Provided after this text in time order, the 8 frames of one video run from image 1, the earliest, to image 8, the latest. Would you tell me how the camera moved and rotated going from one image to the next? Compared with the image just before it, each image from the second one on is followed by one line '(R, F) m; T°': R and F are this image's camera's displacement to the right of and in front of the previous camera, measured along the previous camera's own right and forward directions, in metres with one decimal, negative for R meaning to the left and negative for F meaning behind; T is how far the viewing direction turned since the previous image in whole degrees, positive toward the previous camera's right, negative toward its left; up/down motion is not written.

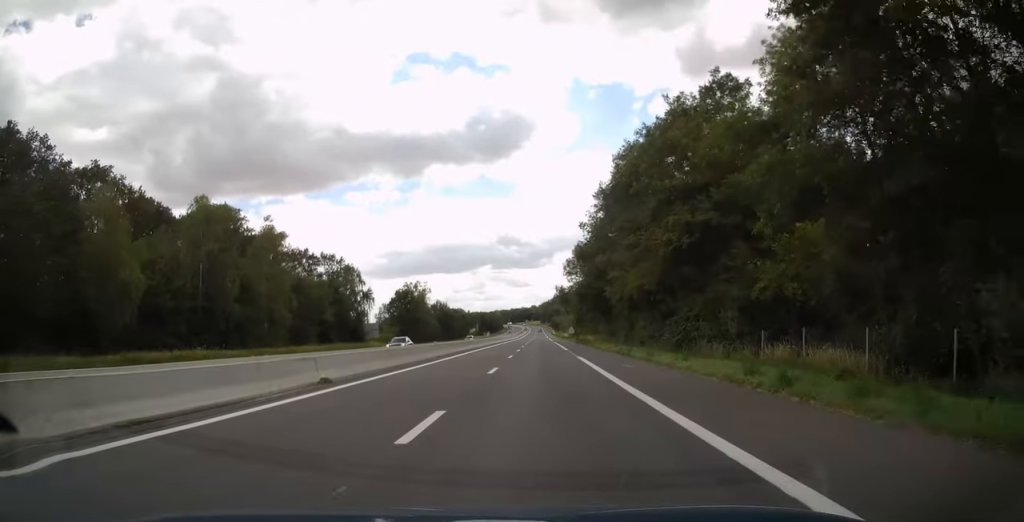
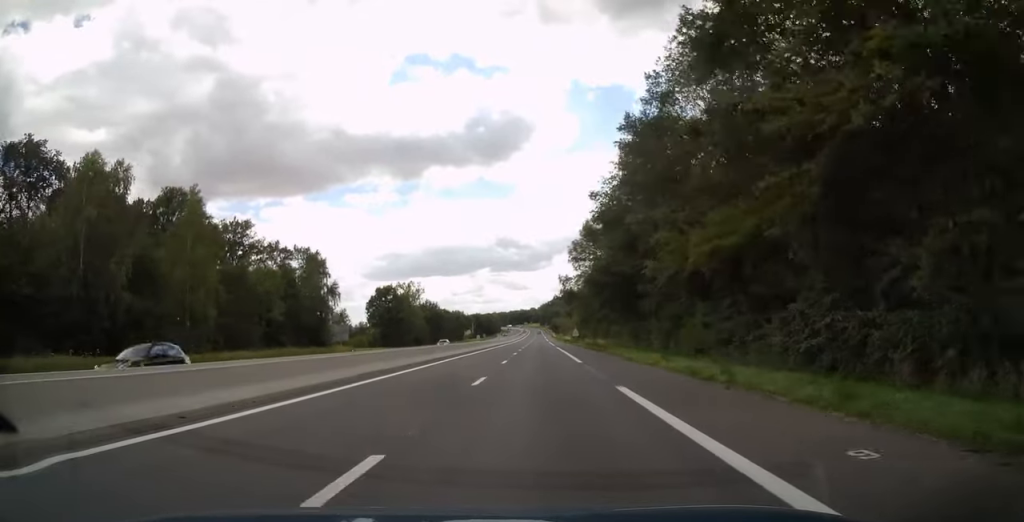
(0.0, +16.7) m; 0°
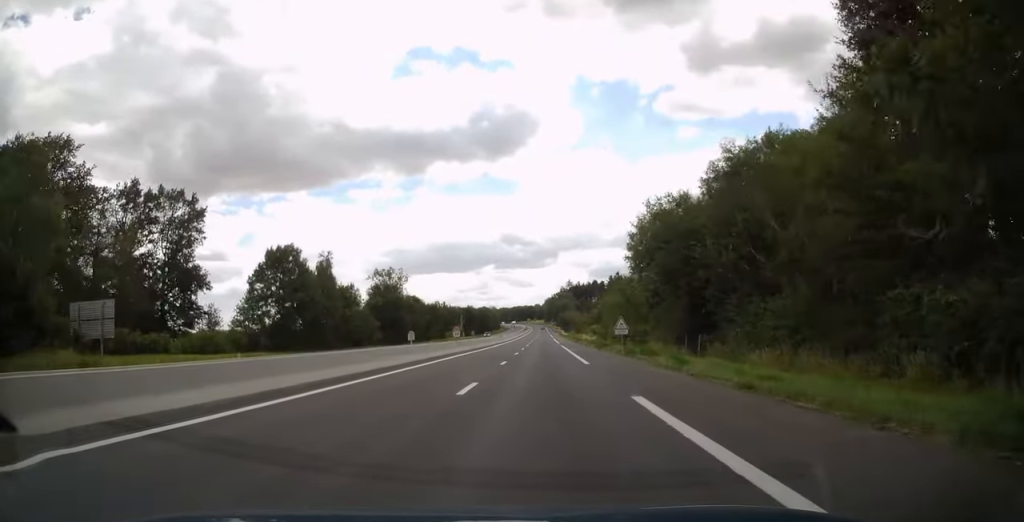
(-0.7, +54.6) m; -1°
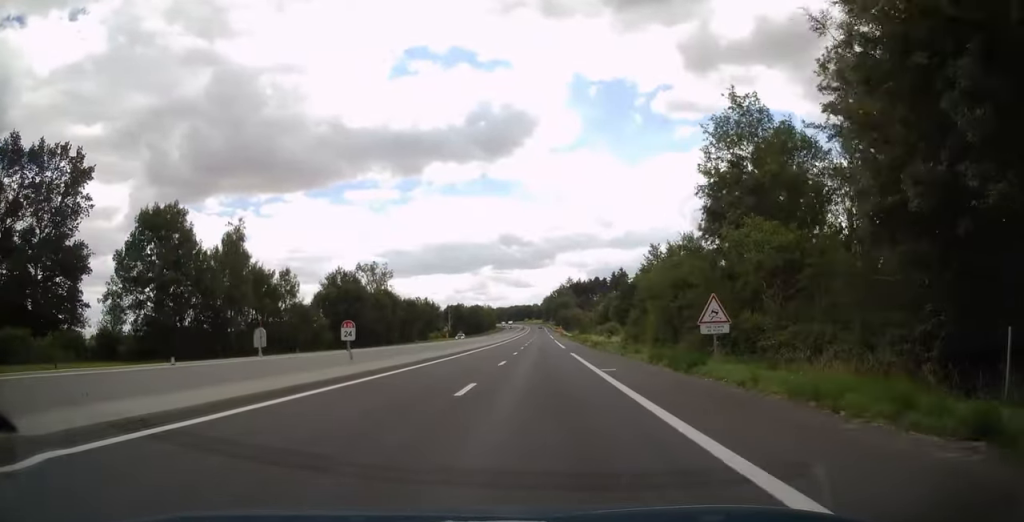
(+0.3, +26.1) m; +1°
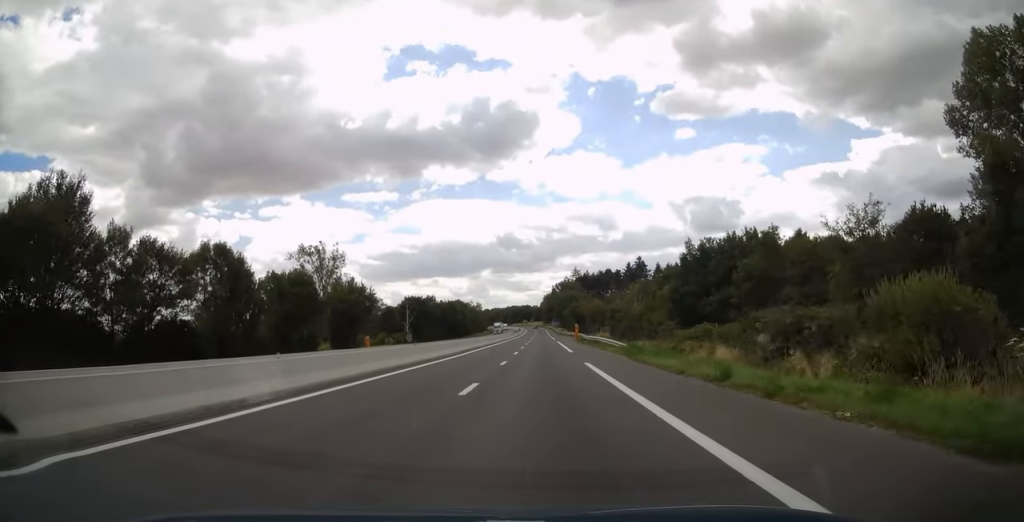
(+0.1, +64.3) m; 0°
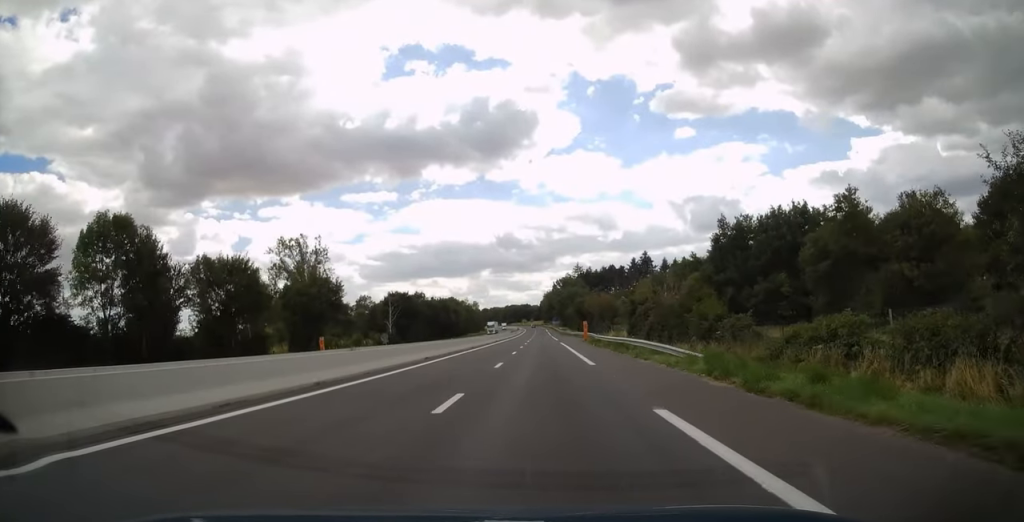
(0.0, +16.2) m; 0°
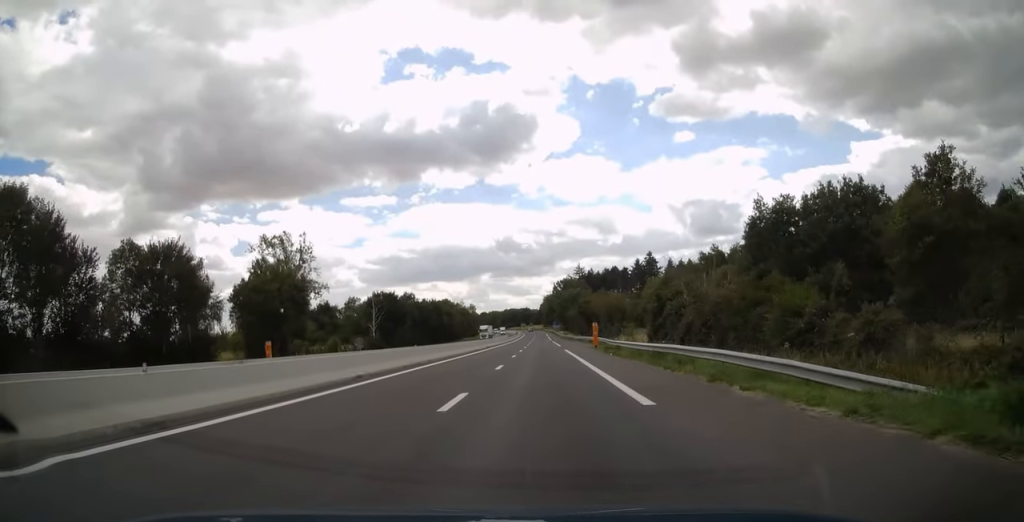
(0.0, +12.3) m; 0°
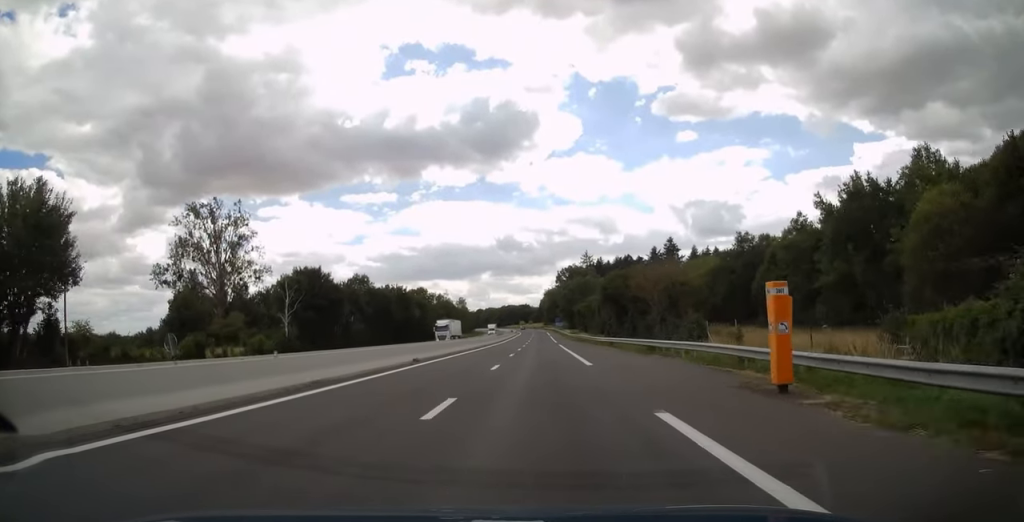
(0.0, +40.3) m; 0°
